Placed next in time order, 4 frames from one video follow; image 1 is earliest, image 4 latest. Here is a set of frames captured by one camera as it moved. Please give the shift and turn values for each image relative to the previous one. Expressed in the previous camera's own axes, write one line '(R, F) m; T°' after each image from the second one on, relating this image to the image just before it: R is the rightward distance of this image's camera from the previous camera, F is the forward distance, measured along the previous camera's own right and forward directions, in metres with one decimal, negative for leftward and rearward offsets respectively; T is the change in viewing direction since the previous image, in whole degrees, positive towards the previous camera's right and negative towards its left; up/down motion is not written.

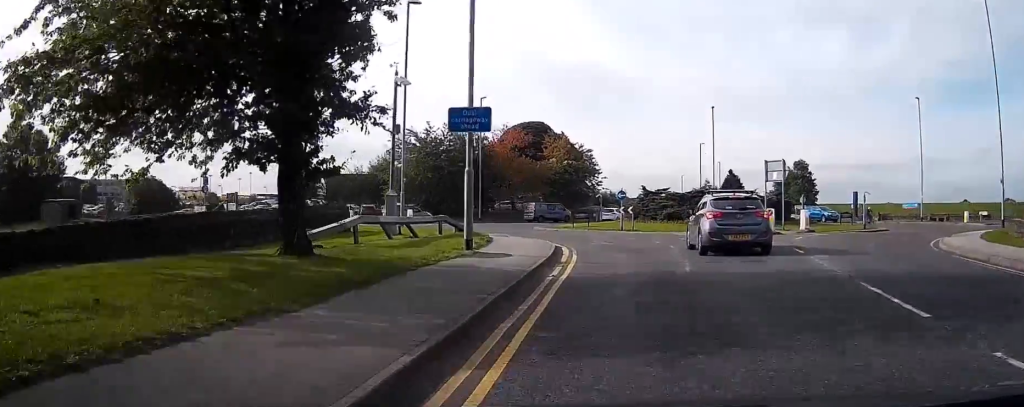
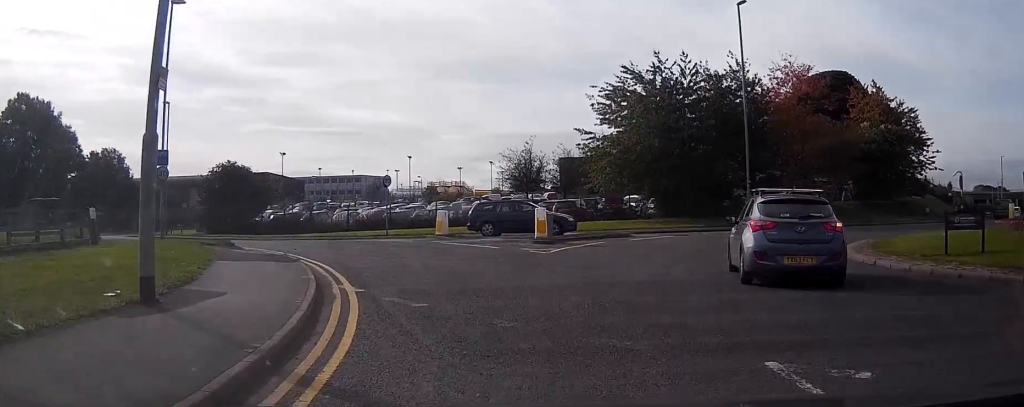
(-2.6, +35.9) m; -20°
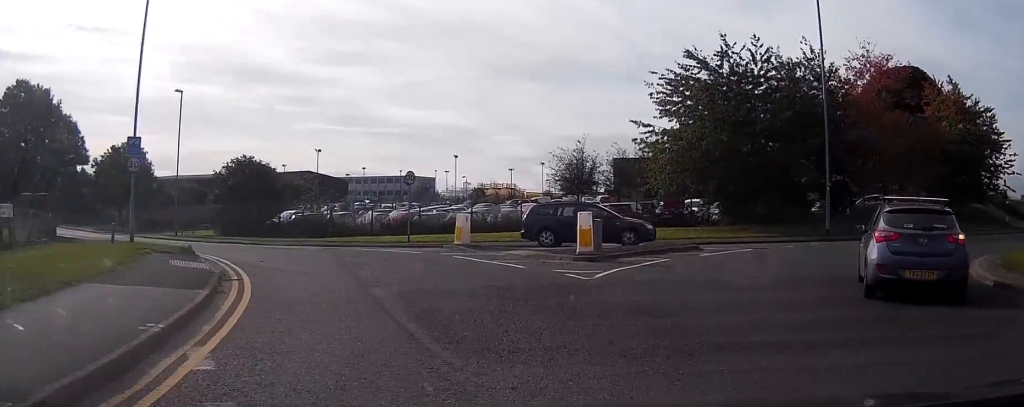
(-0.4, +5.7) m; -3°
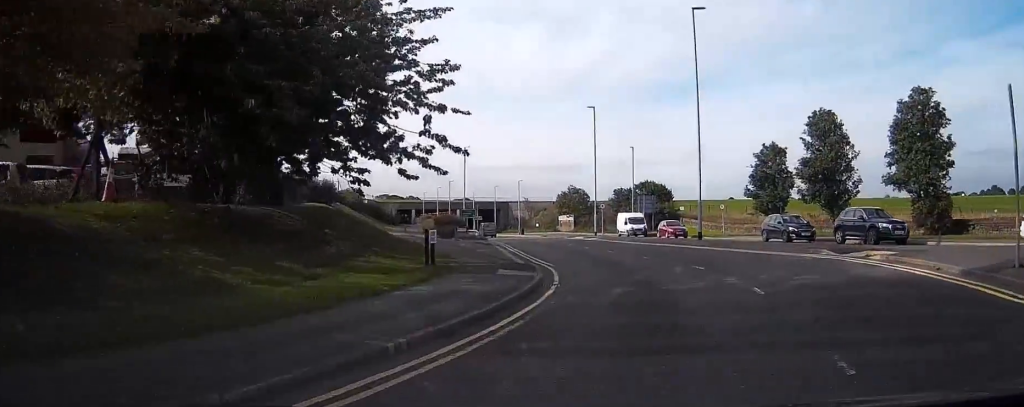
(+10.8, +32.2) m; +45°
